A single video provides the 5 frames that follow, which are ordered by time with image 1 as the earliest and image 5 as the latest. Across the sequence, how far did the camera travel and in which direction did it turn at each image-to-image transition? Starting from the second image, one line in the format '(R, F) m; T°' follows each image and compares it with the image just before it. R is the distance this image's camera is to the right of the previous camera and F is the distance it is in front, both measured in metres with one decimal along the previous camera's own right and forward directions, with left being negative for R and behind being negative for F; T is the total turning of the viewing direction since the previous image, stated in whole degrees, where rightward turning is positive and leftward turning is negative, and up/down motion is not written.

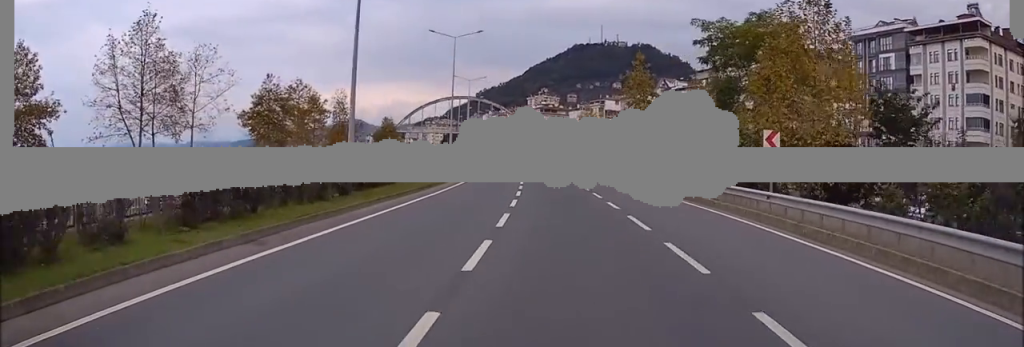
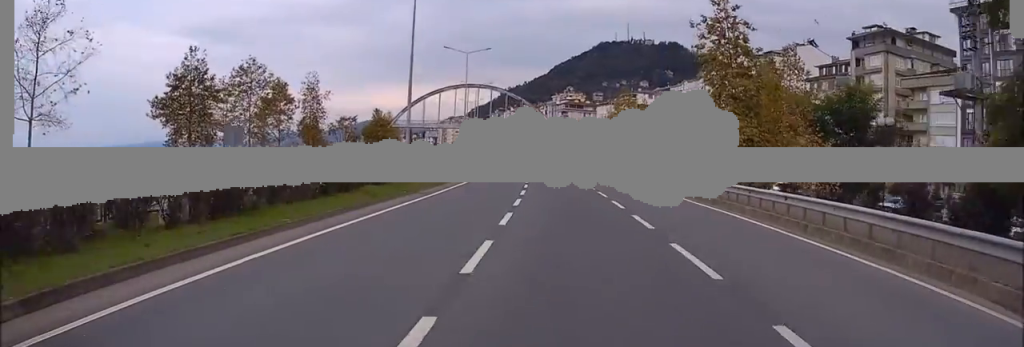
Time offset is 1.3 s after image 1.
(-0.3, +25.1) m; -1°
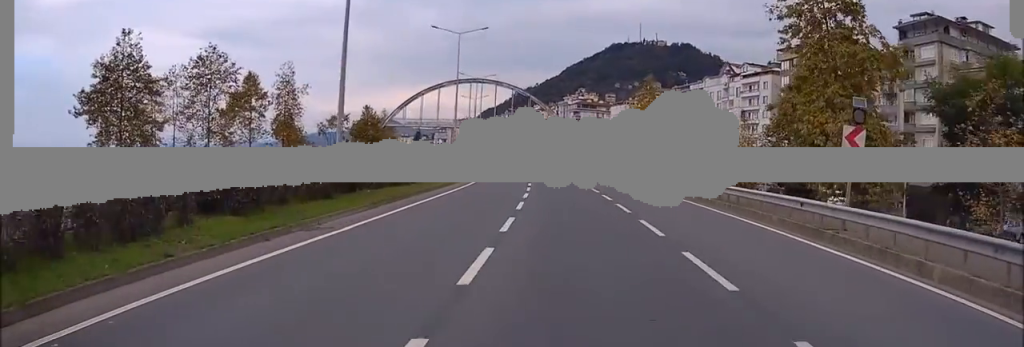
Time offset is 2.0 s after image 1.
(-0.1, +12.6) m; -1°
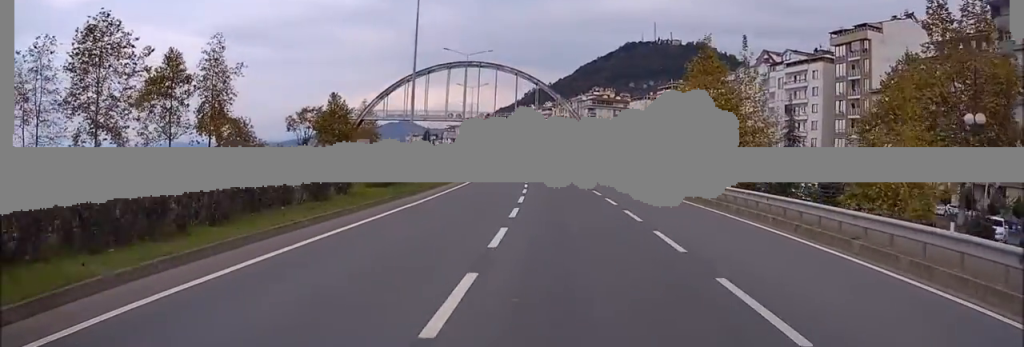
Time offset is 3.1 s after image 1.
(-0.5, +20.9) m; -2°
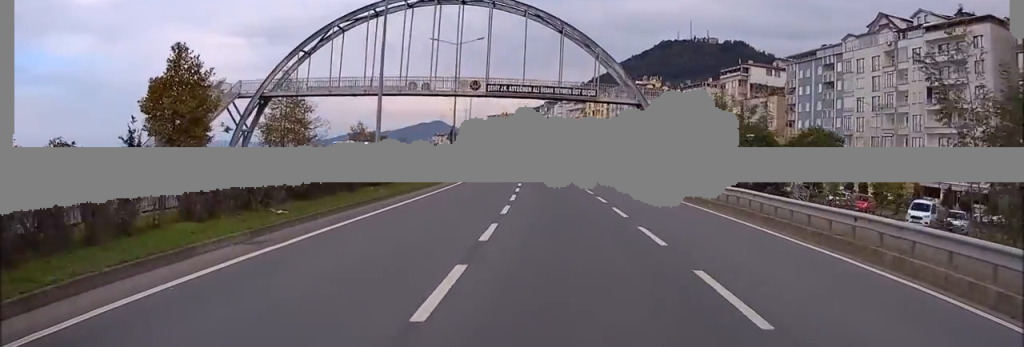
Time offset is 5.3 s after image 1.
(-0.8, +42.6) m; -2°
